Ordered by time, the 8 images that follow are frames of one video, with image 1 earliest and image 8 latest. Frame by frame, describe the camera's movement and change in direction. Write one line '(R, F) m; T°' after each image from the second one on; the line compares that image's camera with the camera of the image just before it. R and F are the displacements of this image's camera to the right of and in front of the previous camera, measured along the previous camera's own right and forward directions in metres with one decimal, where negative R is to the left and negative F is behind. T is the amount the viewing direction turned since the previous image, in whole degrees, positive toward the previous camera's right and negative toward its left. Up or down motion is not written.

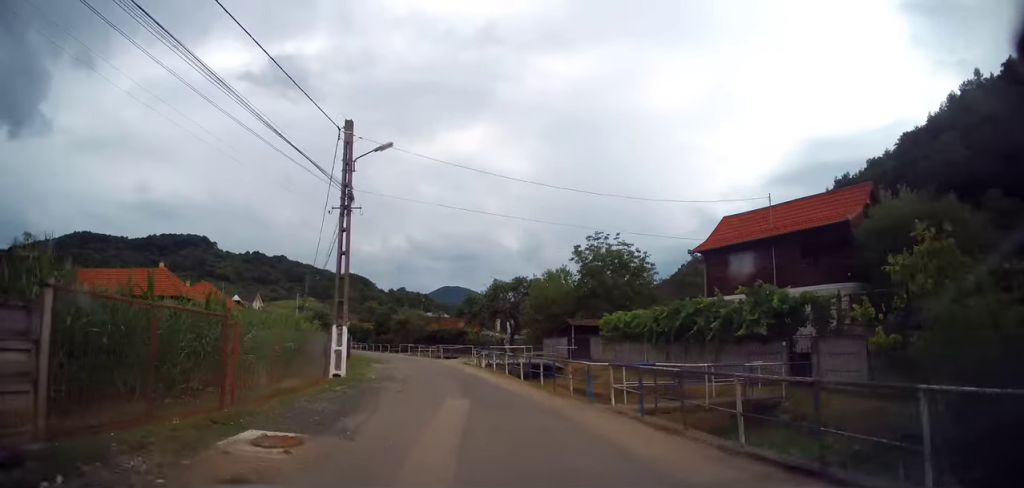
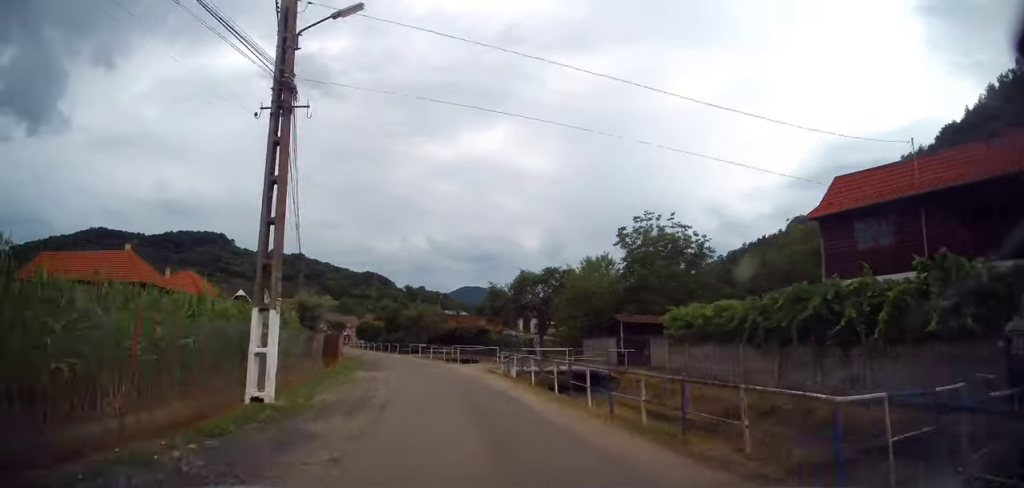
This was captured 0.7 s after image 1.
(0.0, +7.7) m; -2°
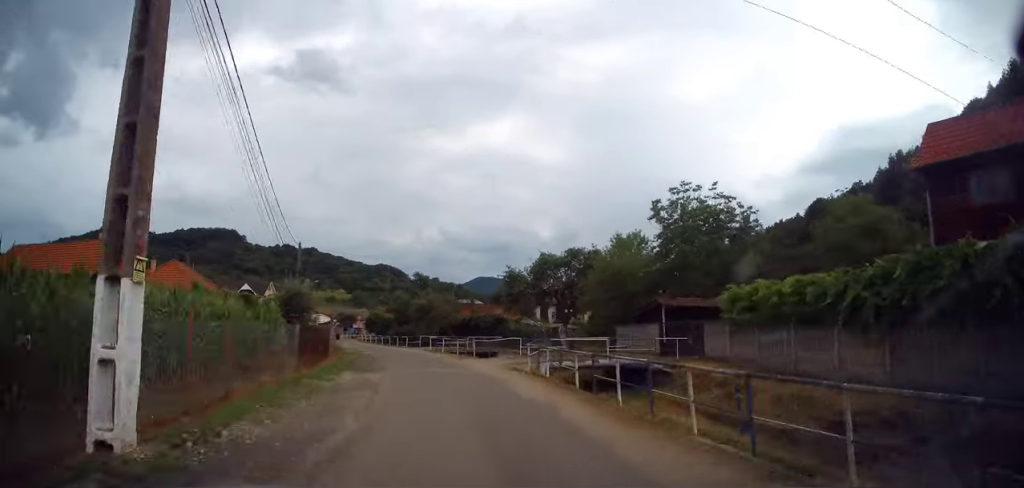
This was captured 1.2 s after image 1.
(0.0, +4.6) m; -1°
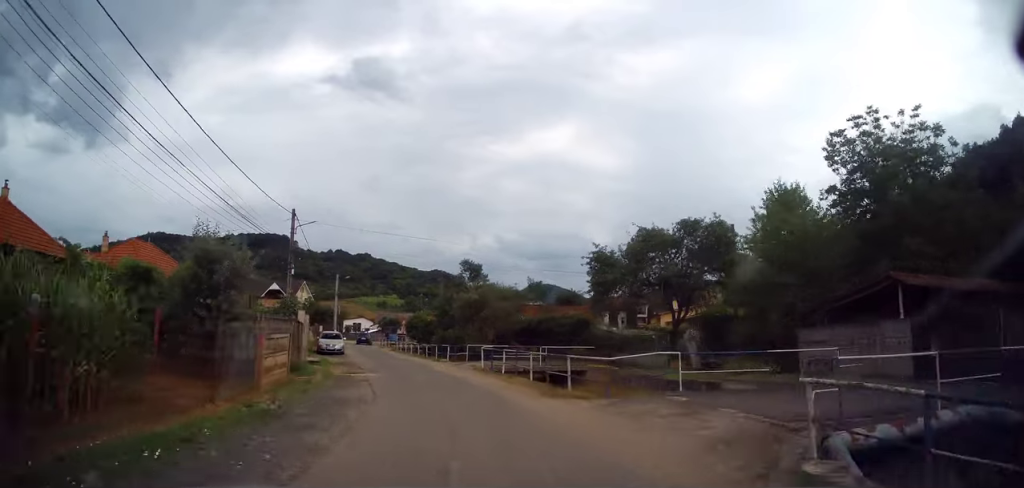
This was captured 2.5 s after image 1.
(-0.8, +13.8) m; -6°
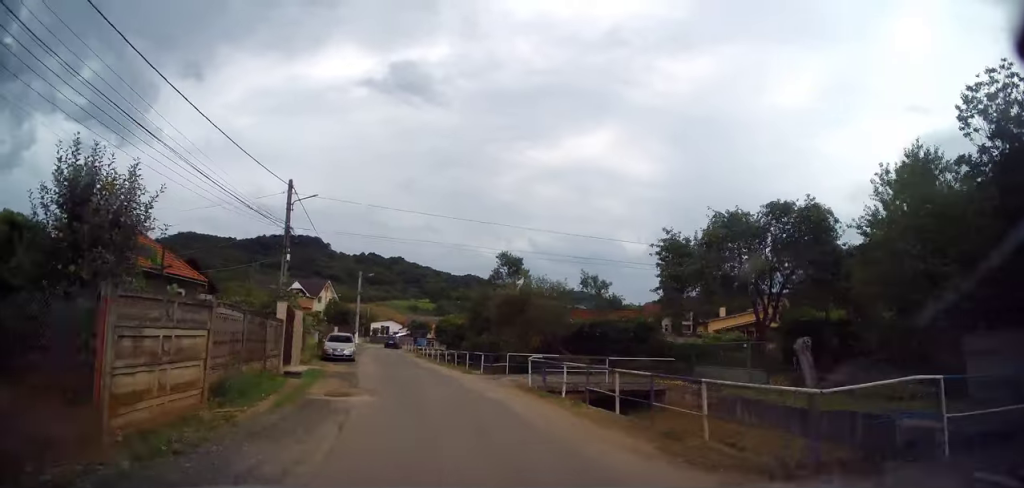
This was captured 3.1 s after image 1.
(-0.1, +6.4) m; -3°
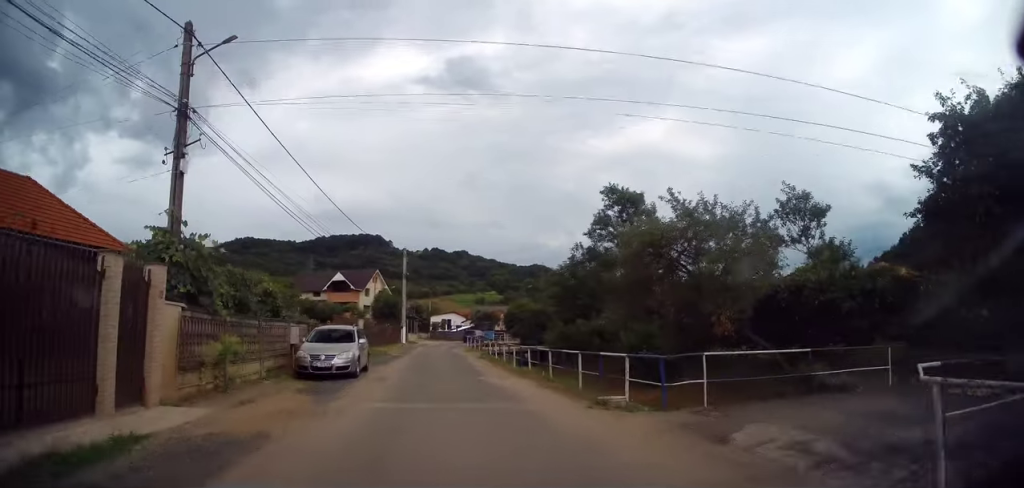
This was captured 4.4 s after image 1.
(-1.0, +13.8) m; -8°
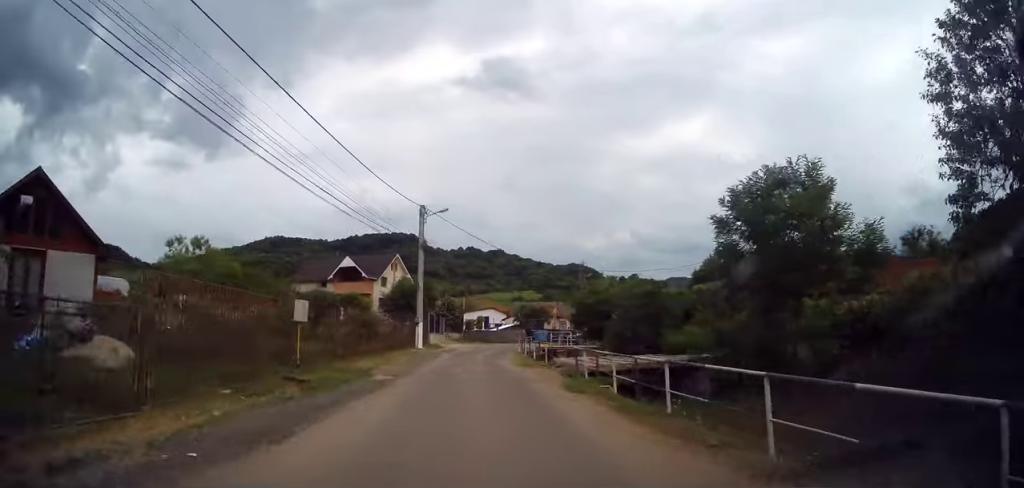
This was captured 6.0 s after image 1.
(-1.2, +16.3) m; -4°
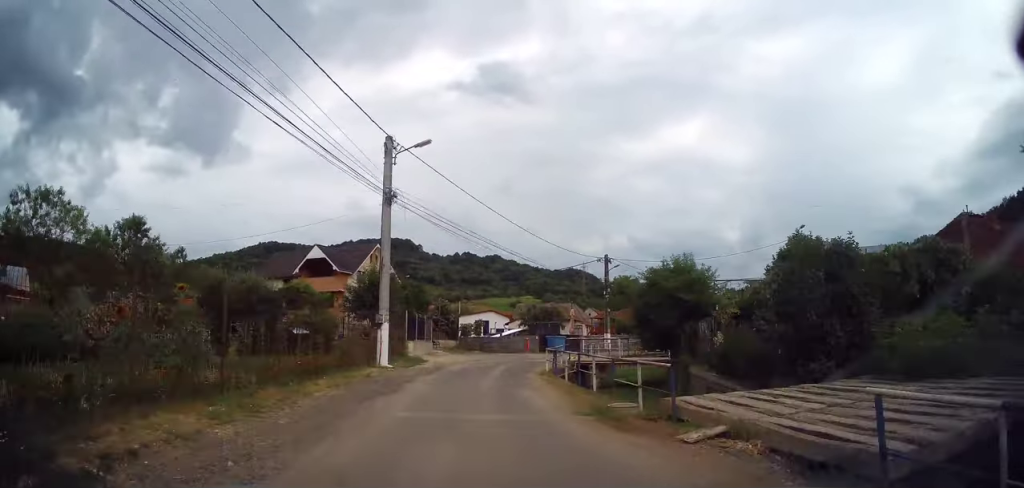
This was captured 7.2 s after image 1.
(+0.4, +11.9) m; +2°
